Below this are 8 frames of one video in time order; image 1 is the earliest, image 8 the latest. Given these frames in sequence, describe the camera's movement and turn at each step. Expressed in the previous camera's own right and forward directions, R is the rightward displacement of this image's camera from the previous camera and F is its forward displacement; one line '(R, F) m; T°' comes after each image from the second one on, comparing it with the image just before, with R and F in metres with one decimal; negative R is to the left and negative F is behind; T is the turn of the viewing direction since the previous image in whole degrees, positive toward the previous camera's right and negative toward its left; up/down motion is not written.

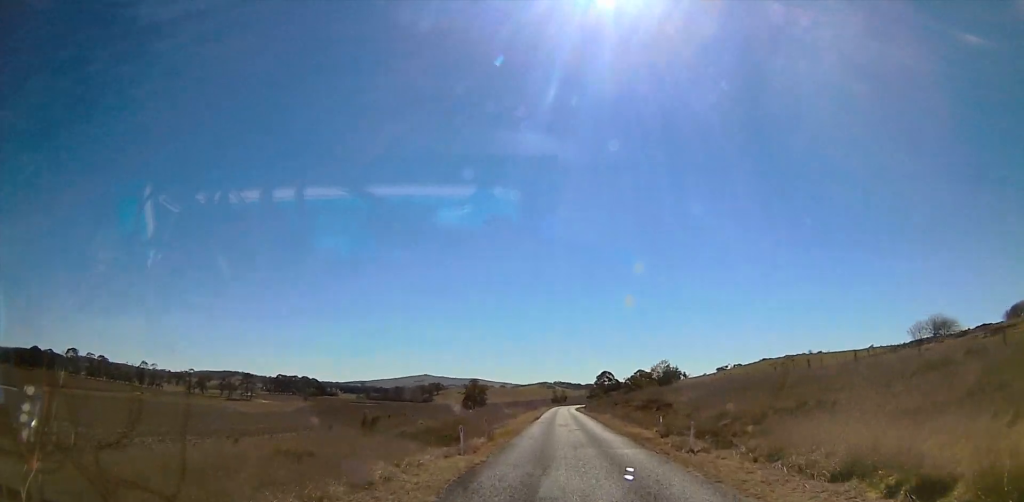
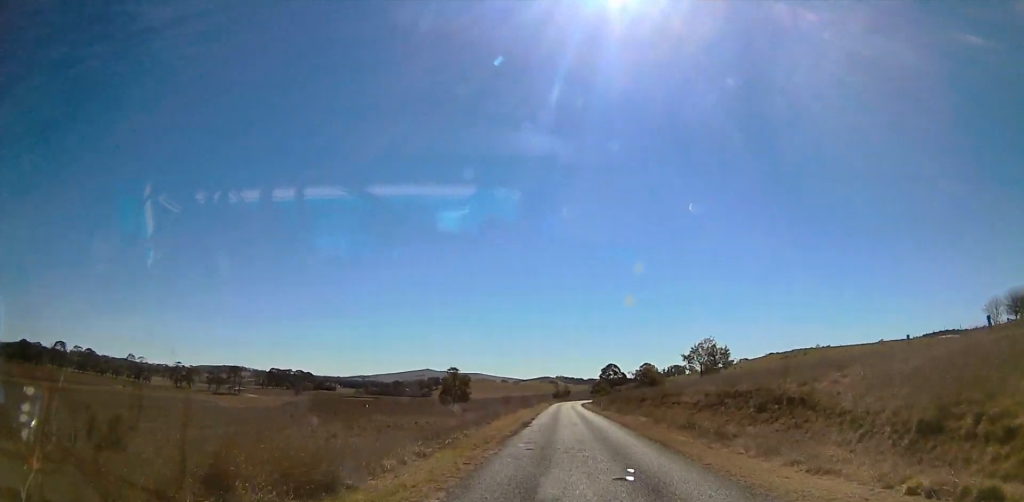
(0.0, +26.6) m; 0°
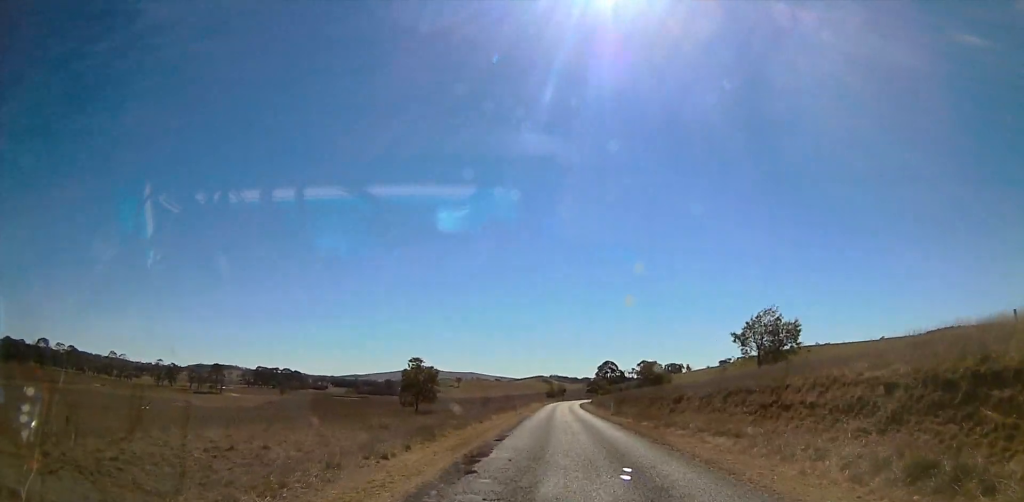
(0.0, +21.9) m; 0°
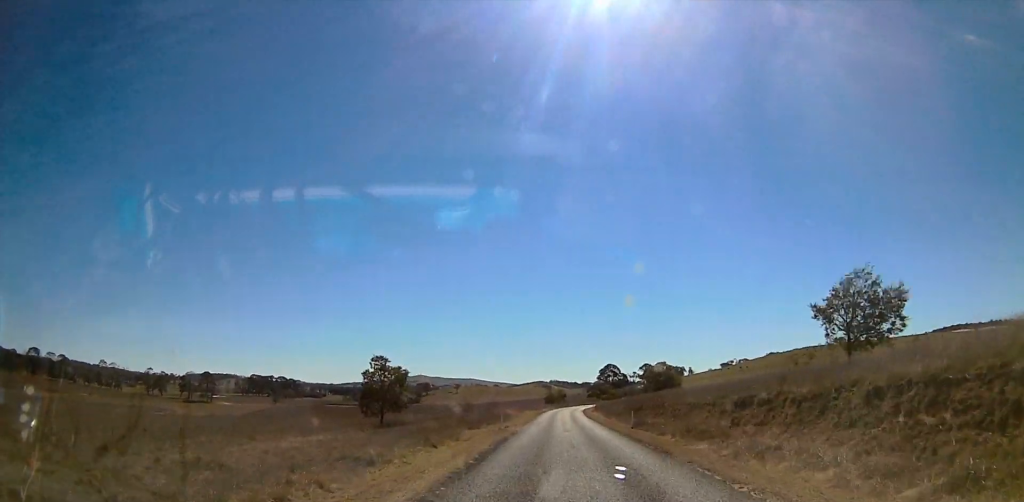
(0.0, +15.5) m; 0°
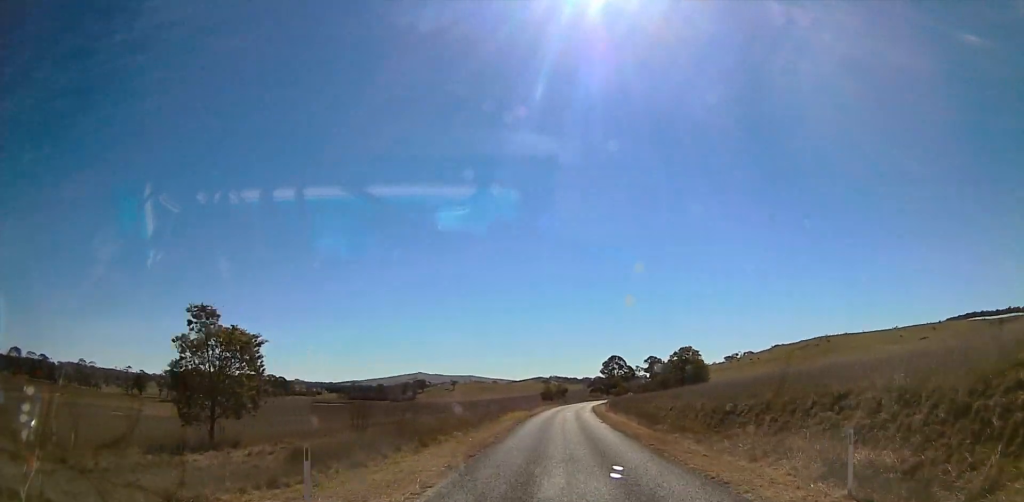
(0.0, +32.0) m; 0°
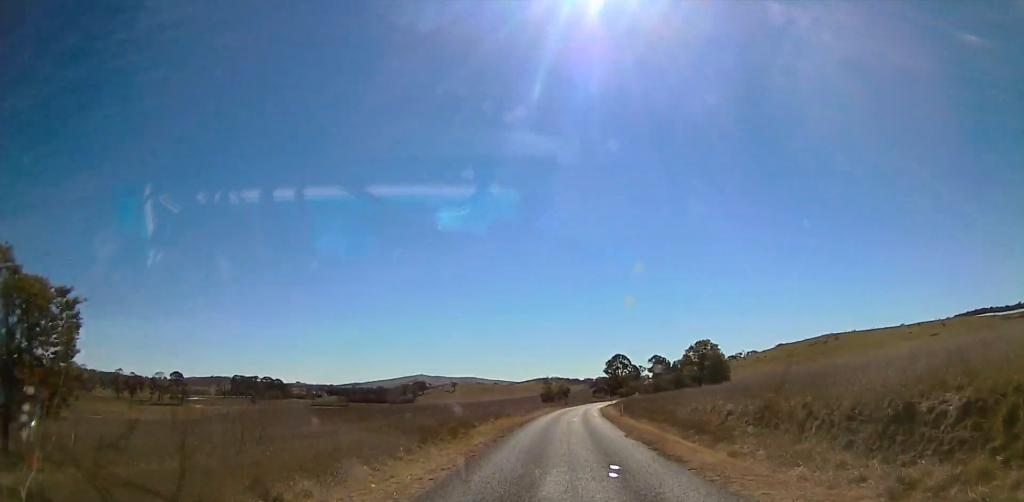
(0.0, +14.7) m; 0°
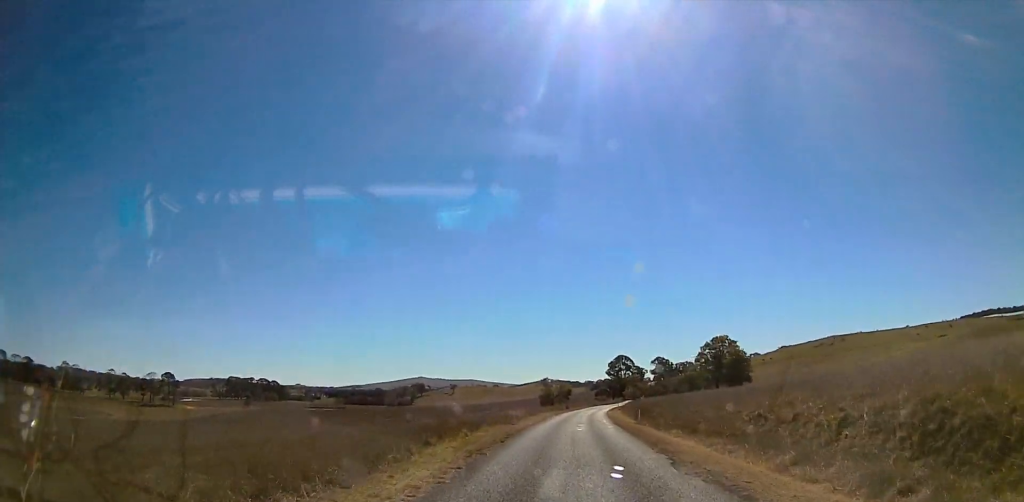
(0.0, +11.9) m; 0°
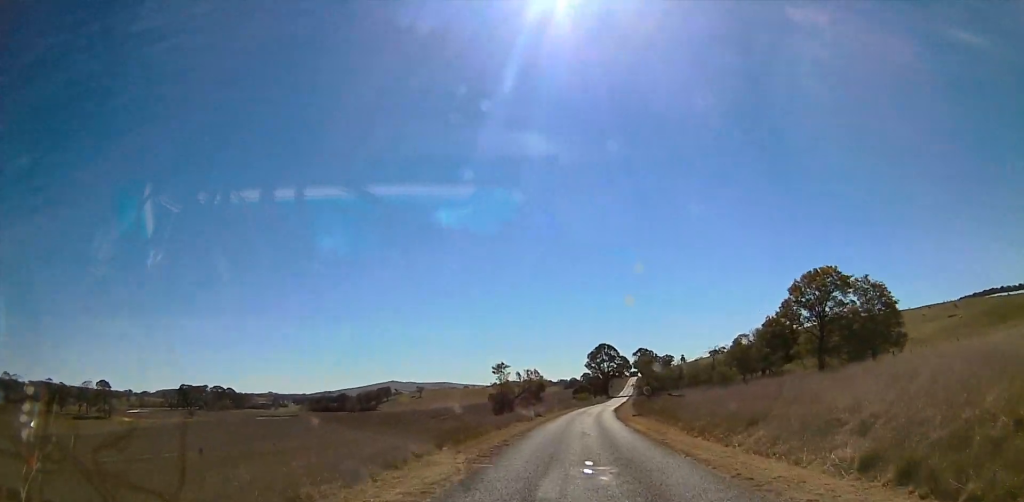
(+1.4, +49.2) m; +4°
